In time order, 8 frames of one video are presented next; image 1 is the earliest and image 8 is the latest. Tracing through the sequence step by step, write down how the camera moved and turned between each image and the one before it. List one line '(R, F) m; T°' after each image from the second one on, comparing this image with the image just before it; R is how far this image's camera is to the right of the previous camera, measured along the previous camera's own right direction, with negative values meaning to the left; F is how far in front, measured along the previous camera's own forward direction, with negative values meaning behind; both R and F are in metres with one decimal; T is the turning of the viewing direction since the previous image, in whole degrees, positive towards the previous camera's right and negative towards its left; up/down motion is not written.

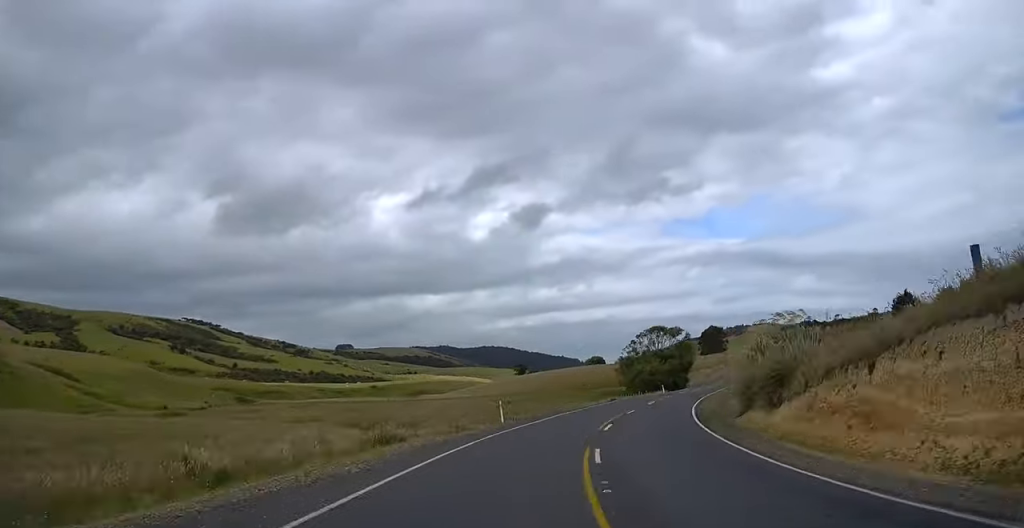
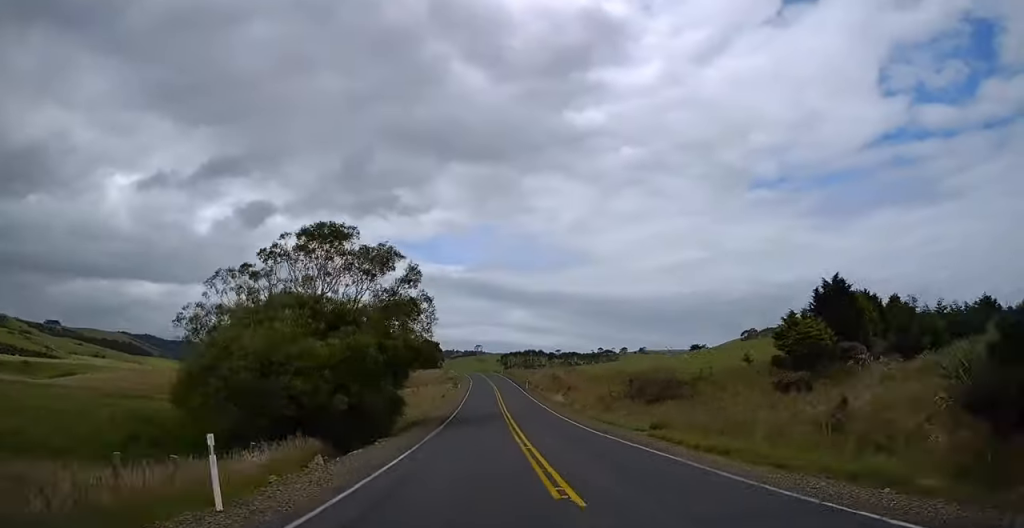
(+10.5, +72.5) m; +12°
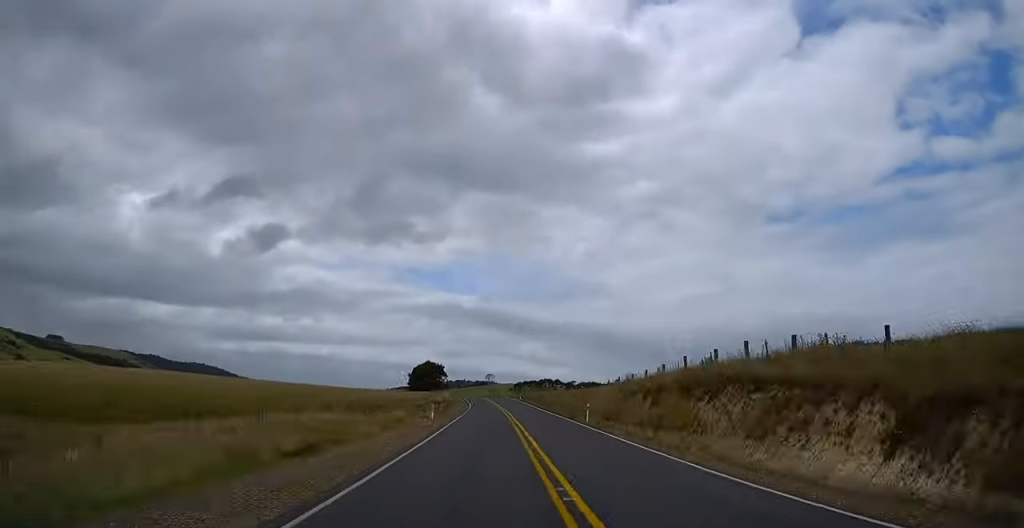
(+5.3, +51.4) m; +5°
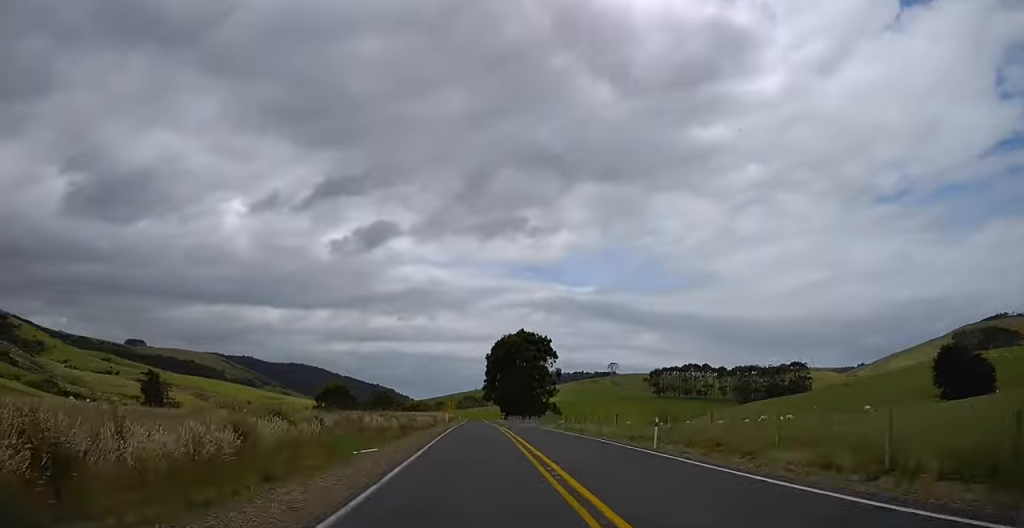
(-9.8, +139.1) m; -8°
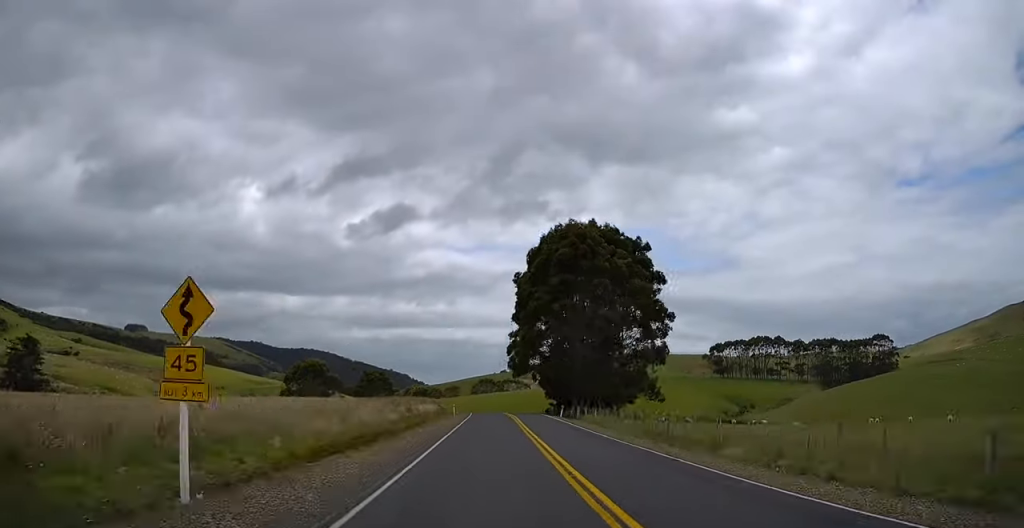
(-3.3, +90.9) m; -5°
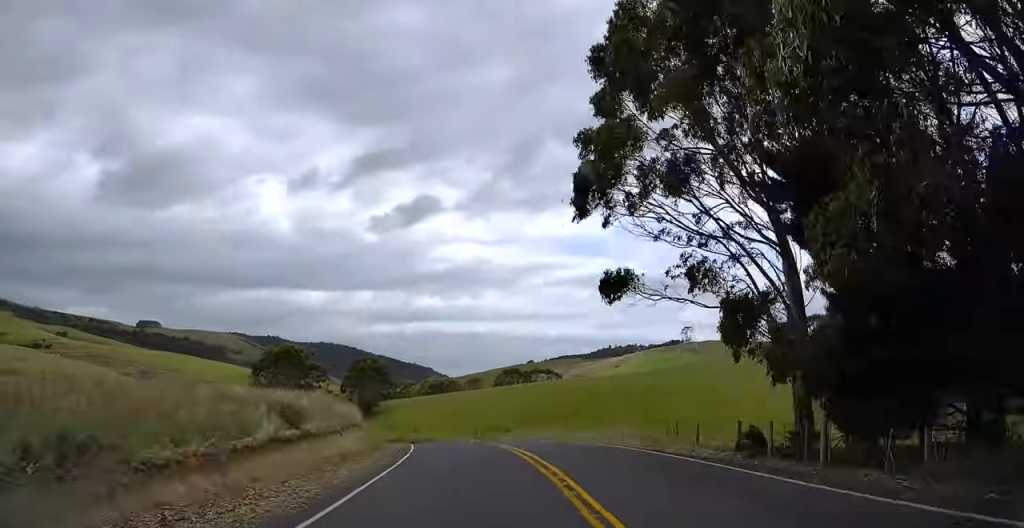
(-2.6, +65.3) m; -8°
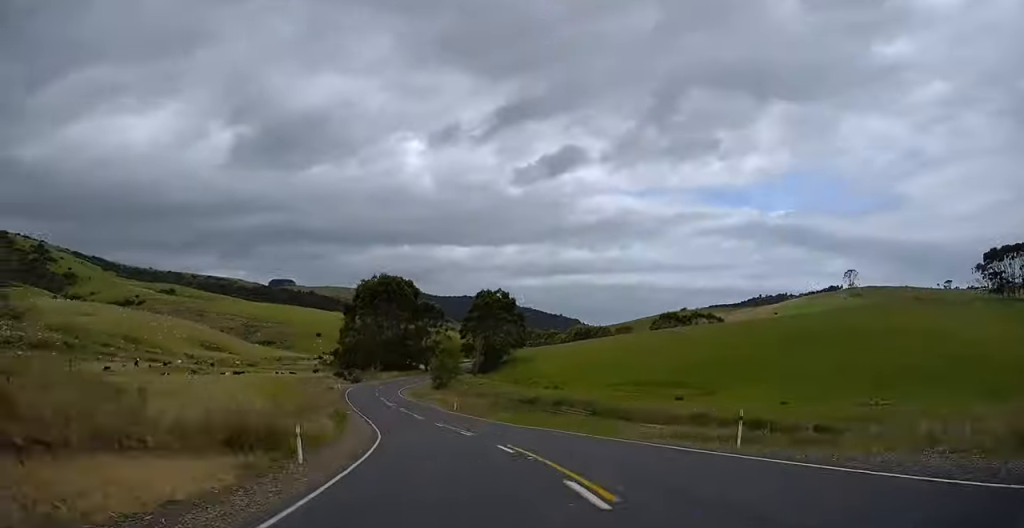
(-1.2, +53.5) m; -7°
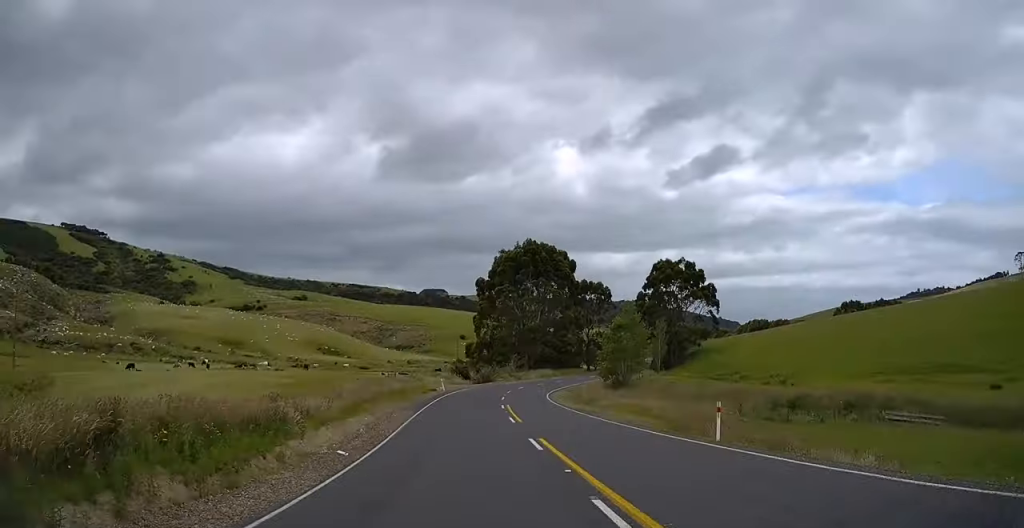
(-7.4, +42.3) m; -2°
